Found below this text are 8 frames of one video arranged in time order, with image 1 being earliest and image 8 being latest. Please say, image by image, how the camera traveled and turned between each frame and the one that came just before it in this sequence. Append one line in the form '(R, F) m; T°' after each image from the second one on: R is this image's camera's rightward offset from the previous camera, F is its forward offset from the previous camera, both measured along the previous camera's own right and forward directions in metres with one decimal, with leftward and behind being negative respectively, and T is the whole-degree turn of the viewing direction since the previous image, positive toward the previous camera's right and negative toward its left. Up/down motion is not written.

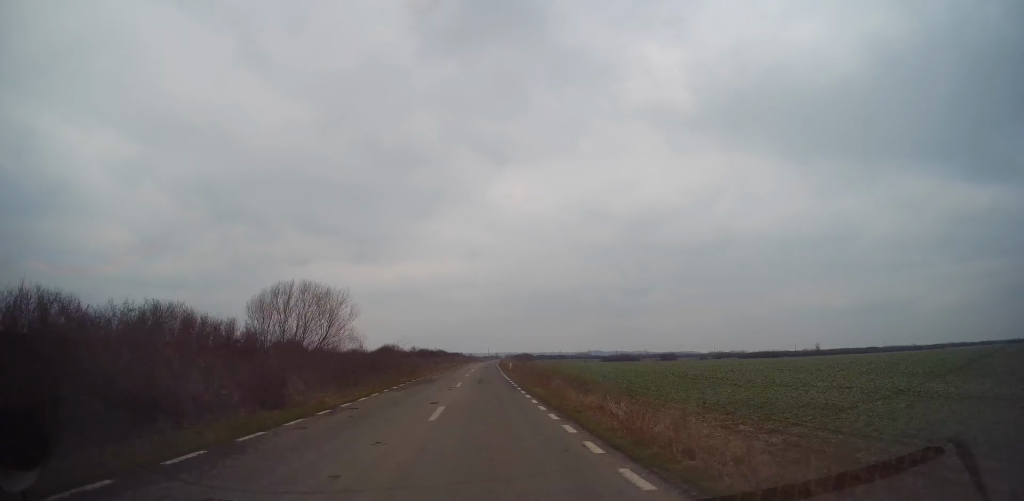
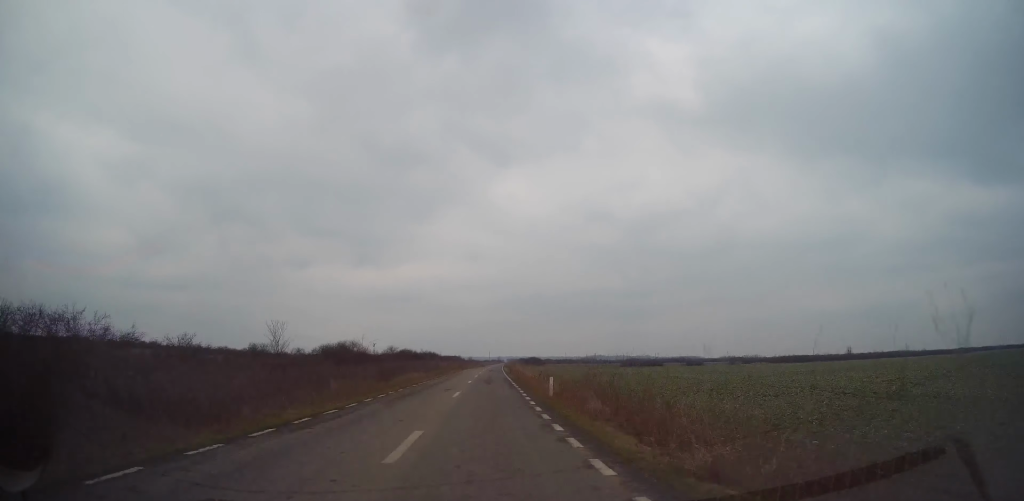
(-0.7, +27.5) m; -1°
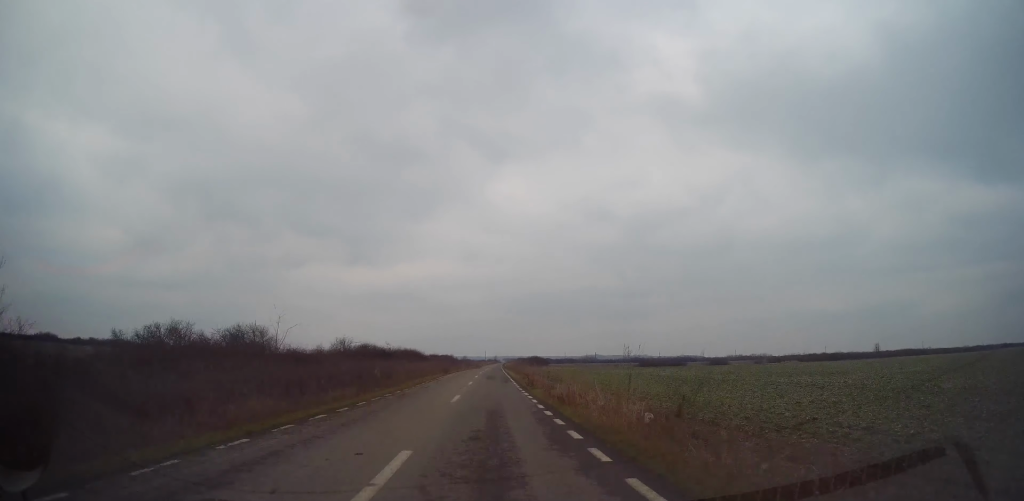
(+0.1, +25.6) m; +1°
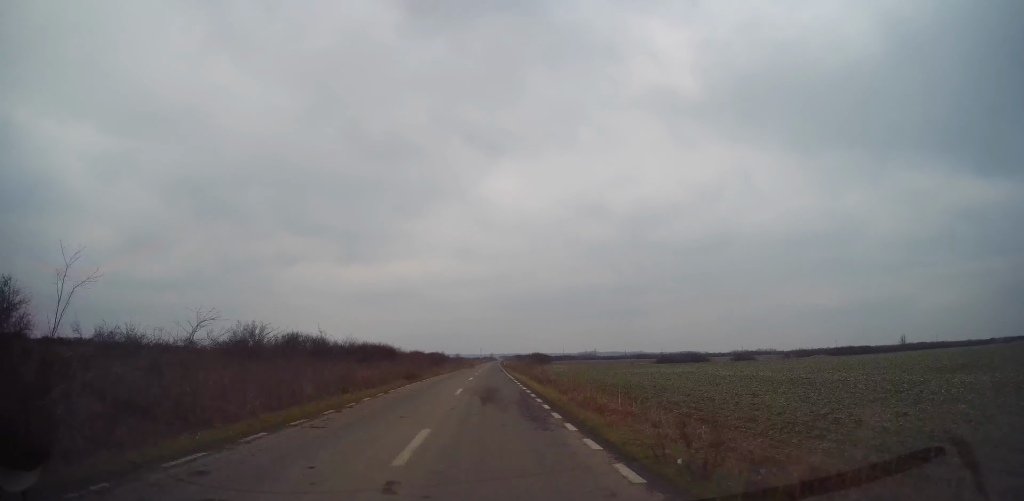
(+0.2, +21.5) m; +1°
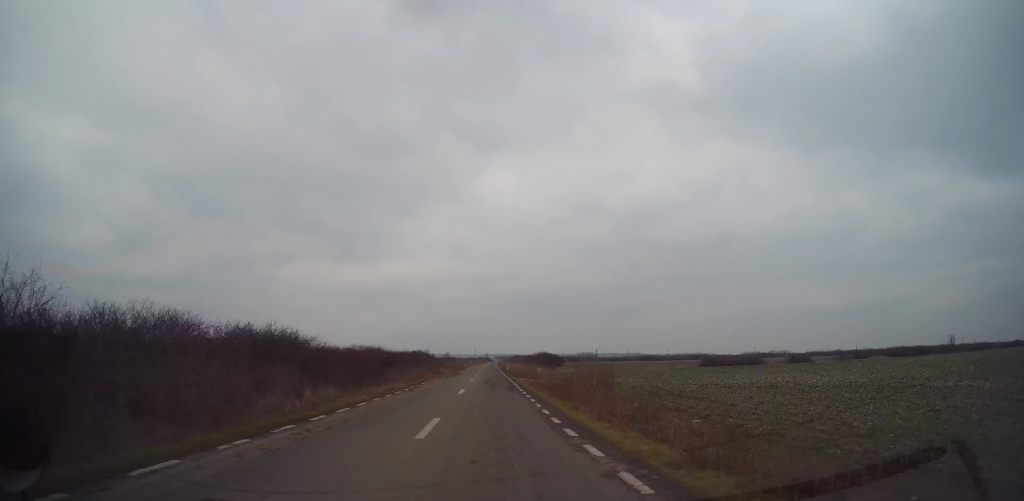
(+0.2, +32.7) m; 0°
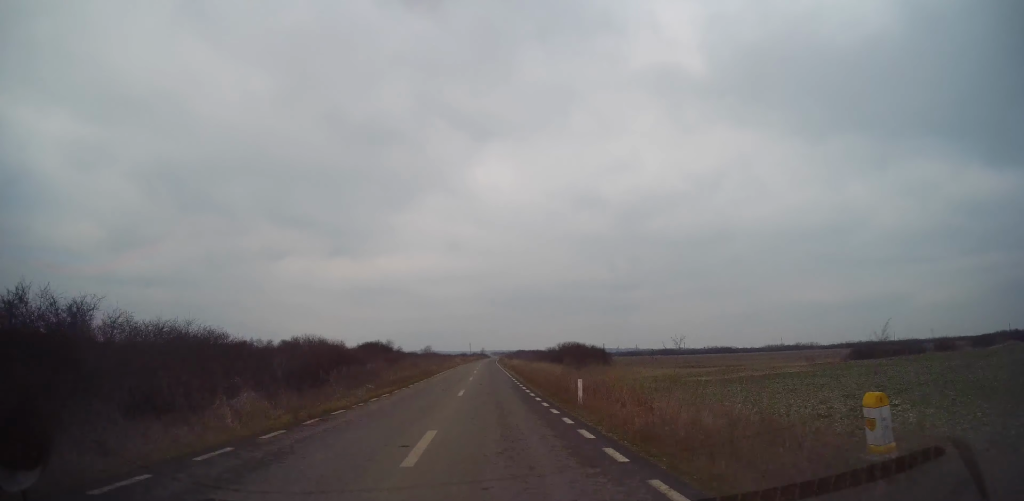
(+0.4, +49.0) m; +1°
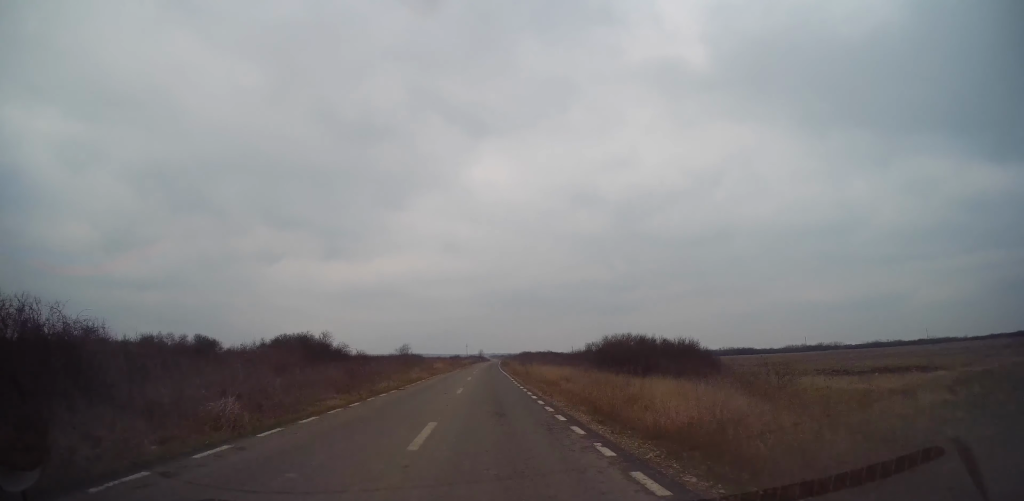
(-0.3, +34.1) m; 0°
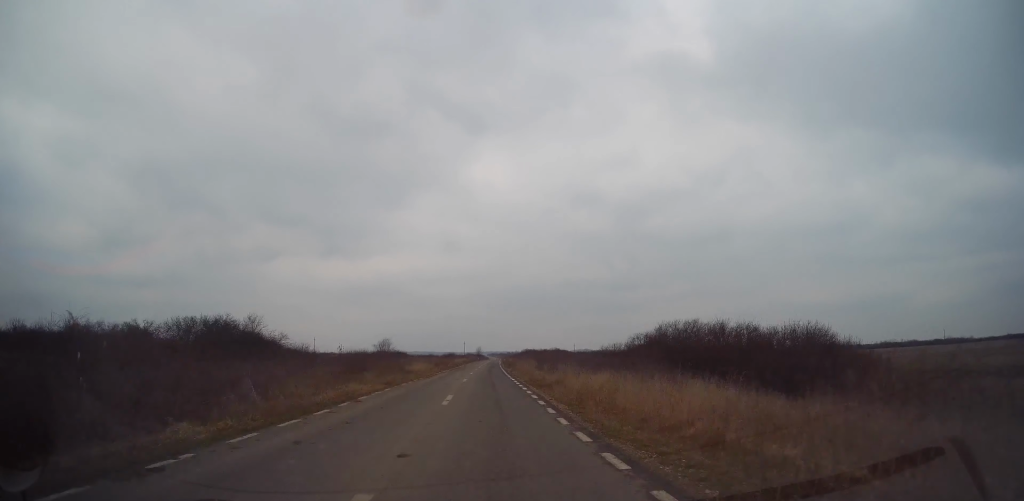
(0.0, +17.2) m; 0°
